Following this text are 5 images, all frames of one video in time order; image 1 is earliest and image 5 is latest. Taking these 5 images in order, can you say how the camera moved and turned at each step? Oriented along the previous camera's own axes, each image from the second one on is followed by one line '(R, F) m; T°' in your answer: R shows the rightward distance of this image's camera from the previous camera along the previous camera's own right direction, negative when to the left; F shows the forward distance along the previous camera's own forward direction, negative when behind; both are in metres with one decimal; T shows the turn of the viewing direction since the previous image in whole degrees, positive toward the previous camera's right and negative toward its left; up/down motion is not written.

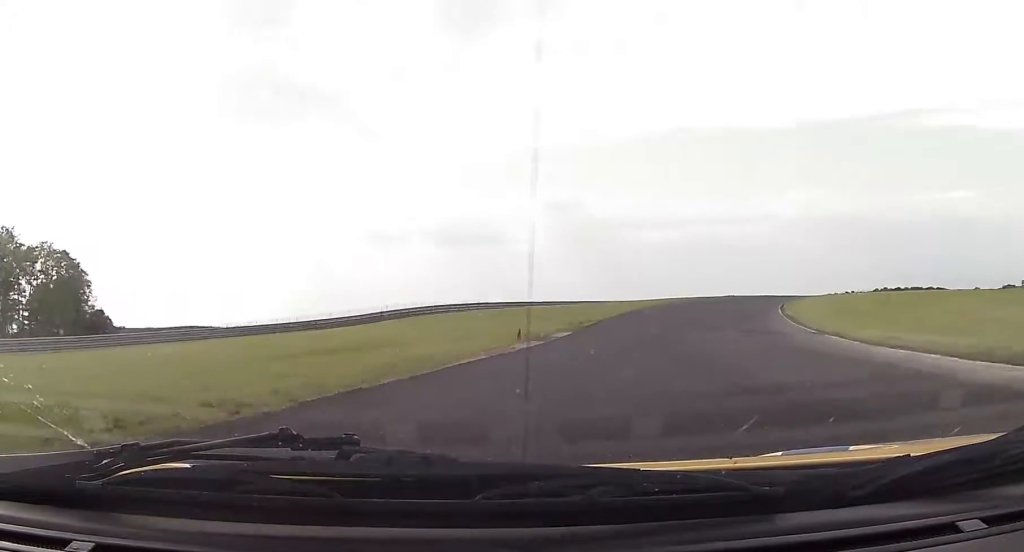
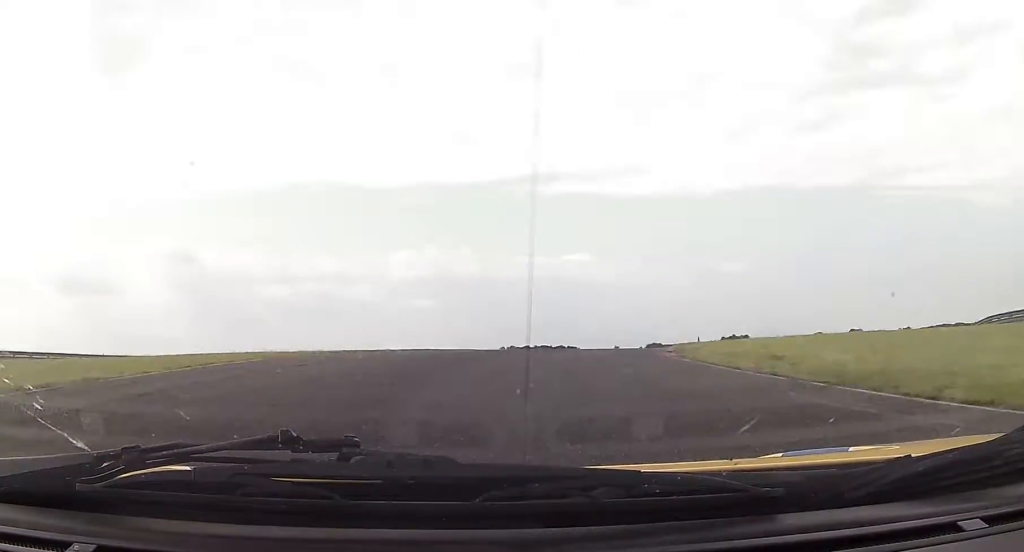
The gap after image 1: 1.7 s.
(+10.1, +48.7) m; +28°
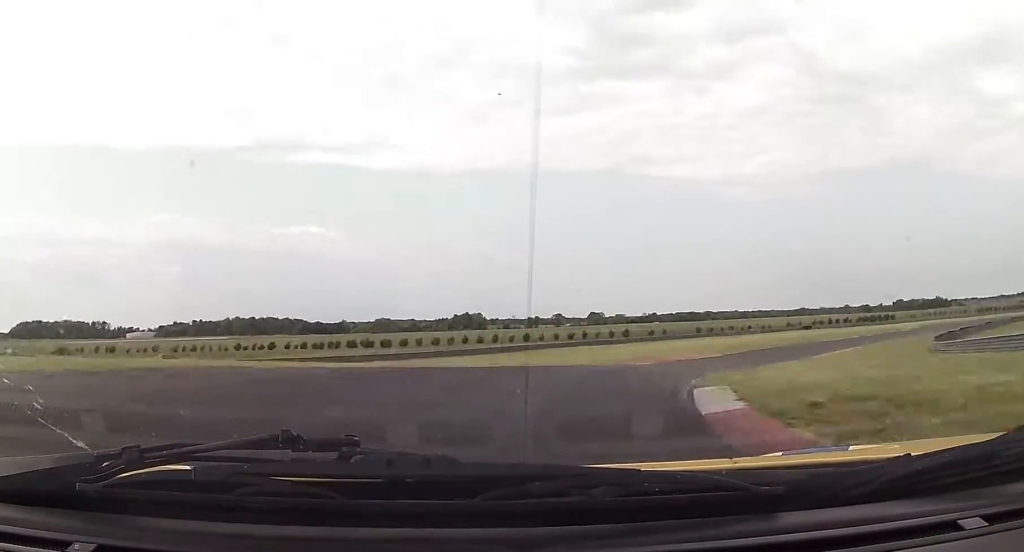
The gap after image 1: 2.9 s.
(+7.1, +33.1) m; +22°
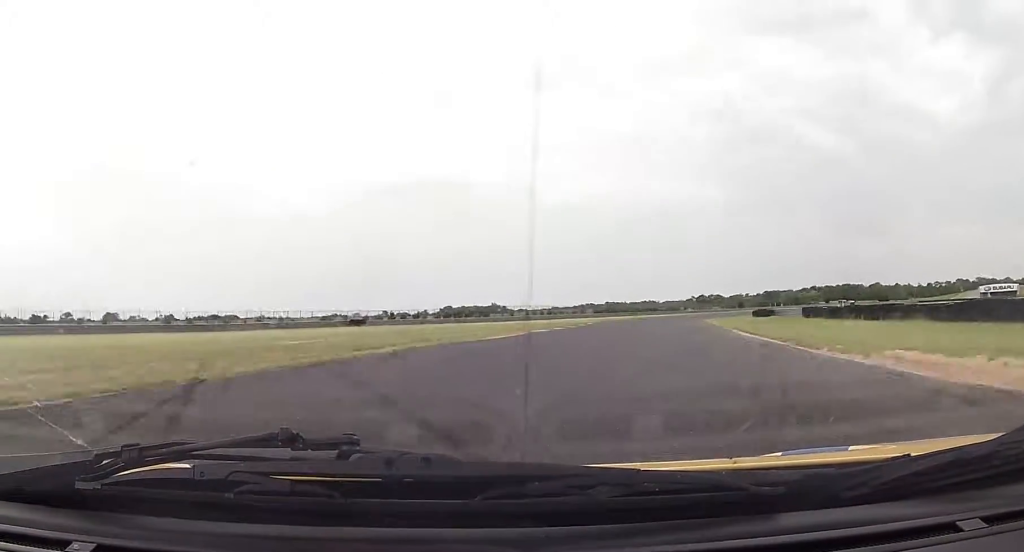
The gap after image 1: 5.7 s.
(+31.5, +75.5) m; +41°
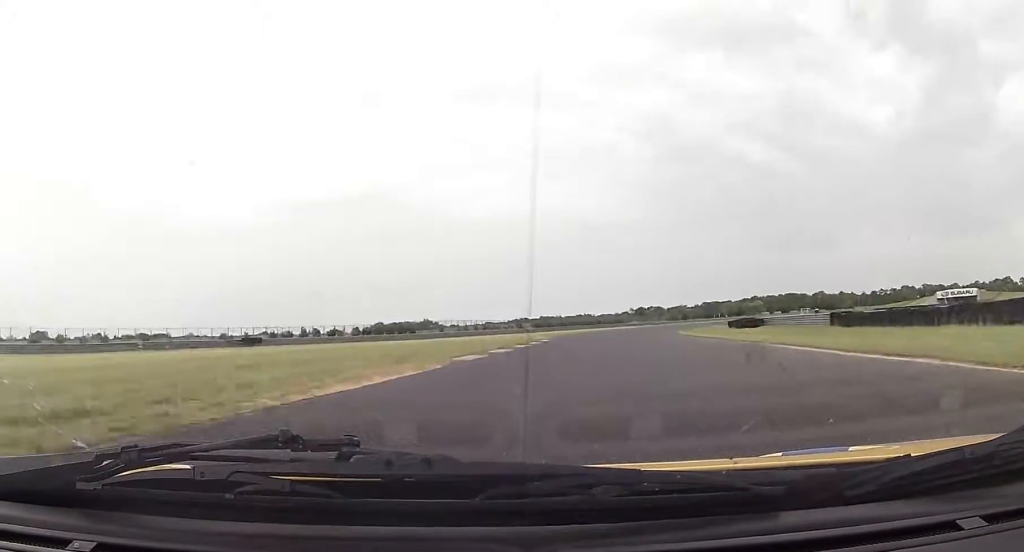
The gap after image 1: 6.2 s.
(+1.3, +18.2) m; +5°
